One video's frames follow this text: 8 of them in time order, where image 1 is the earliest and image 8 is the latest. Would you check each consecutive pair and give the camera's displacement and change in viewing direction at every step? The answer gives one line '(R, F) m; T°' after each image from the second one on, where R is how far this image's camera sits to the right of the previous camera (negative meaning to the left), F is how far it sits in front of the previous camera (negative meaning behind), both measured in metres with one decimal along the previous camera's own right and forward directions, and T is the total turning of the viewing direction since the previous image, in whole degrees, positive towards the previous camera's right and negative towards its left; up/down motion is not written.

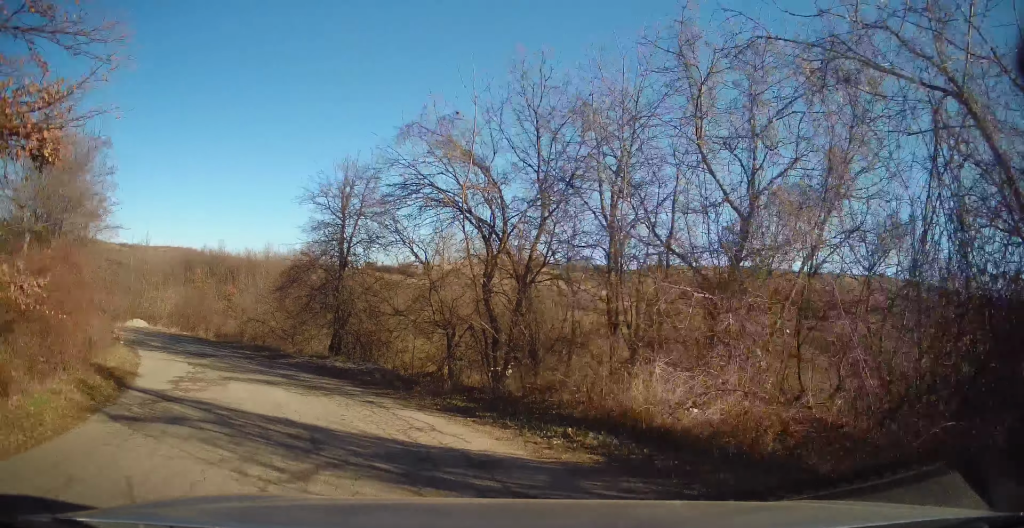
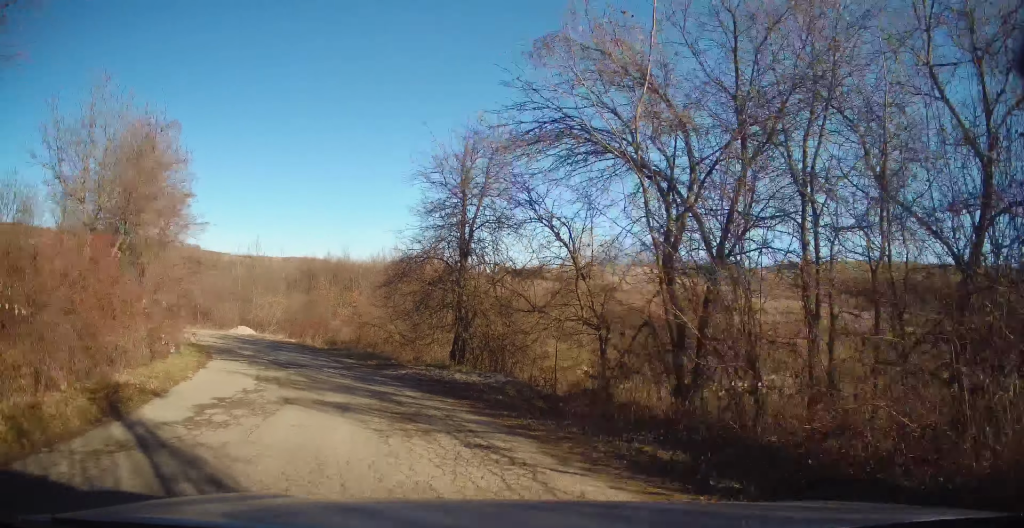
(-0.3, +4.5) m; -16°
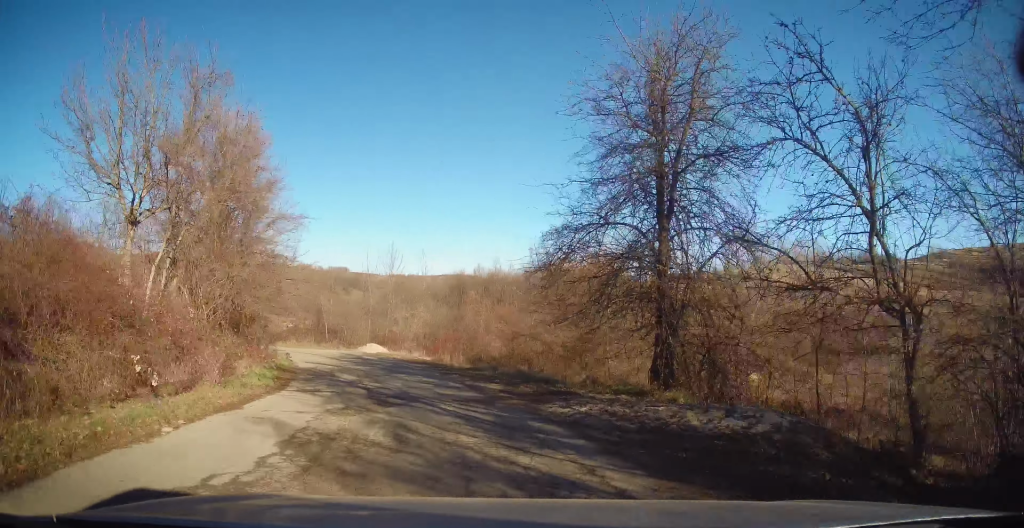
(-1.5, +6.8) m; -12°
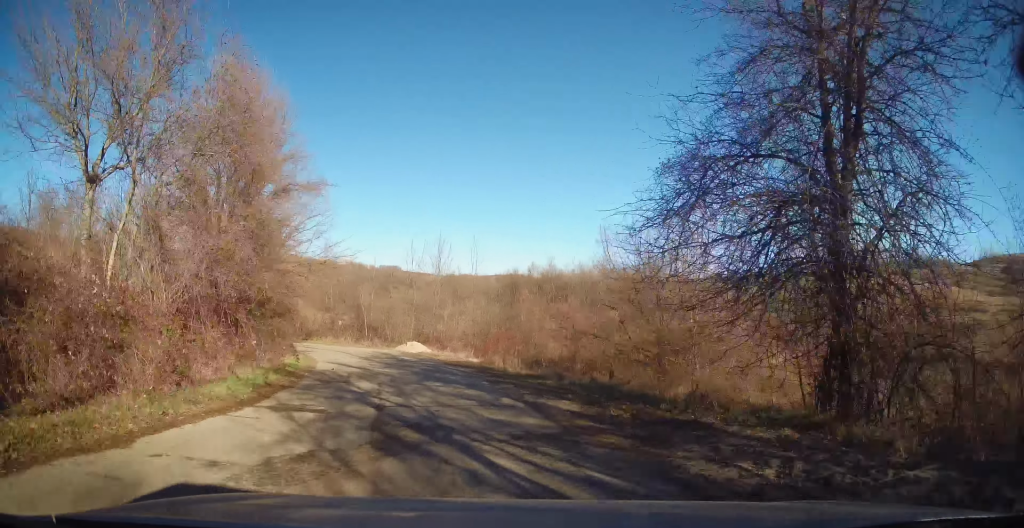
(-0.3, +4.5) m; -6°
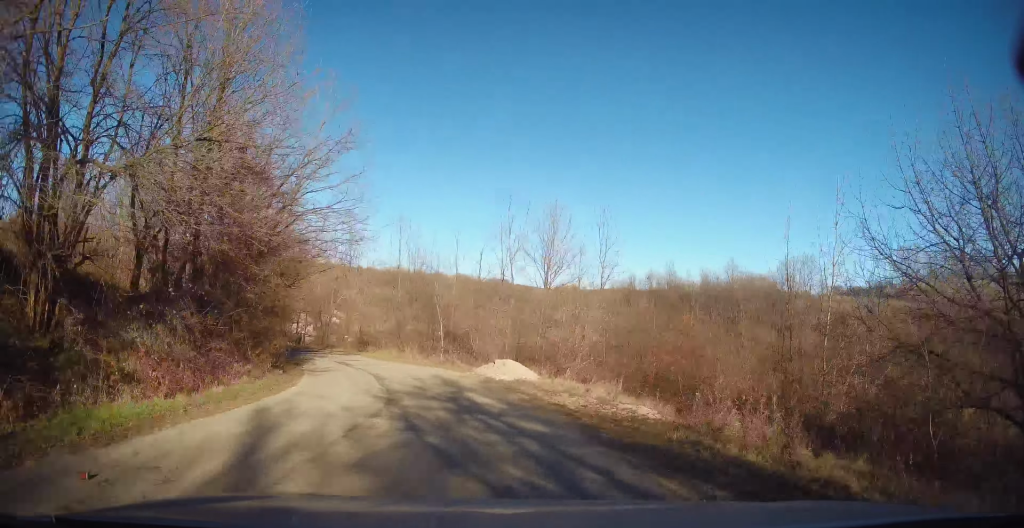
(-1.4, +14.5) m; -12°
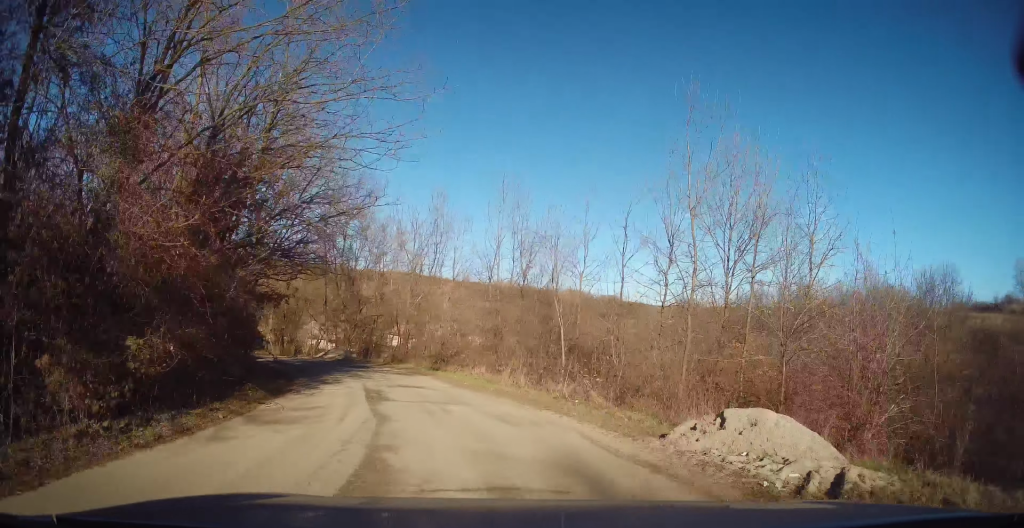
(-1.2, +12.1) m; -12°
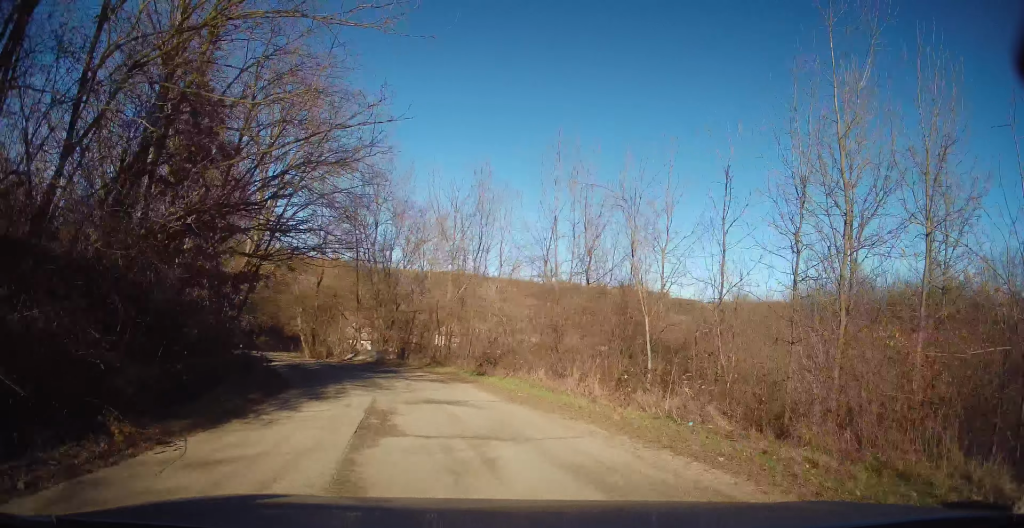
(-0.1, +4.9) m; -5°
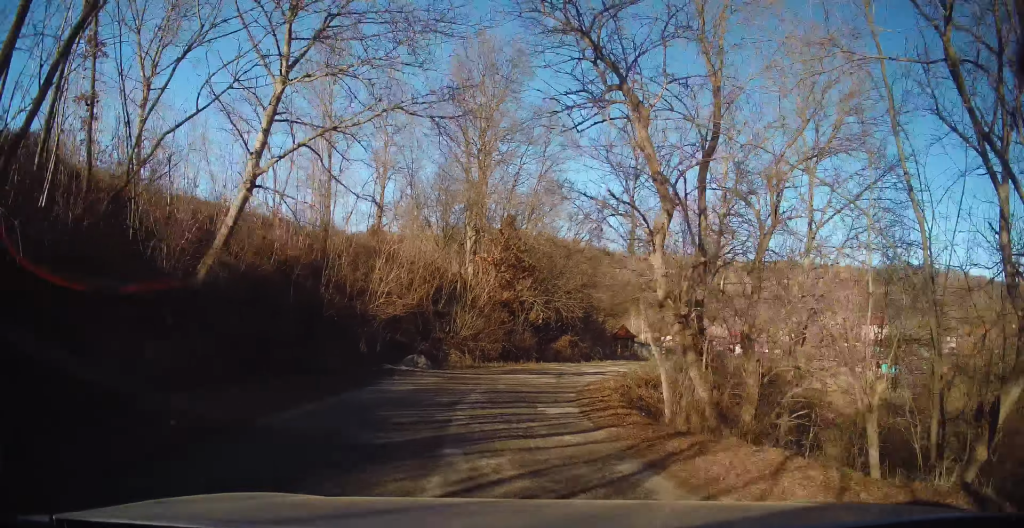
(-10.8, +32.5) m; -31°
